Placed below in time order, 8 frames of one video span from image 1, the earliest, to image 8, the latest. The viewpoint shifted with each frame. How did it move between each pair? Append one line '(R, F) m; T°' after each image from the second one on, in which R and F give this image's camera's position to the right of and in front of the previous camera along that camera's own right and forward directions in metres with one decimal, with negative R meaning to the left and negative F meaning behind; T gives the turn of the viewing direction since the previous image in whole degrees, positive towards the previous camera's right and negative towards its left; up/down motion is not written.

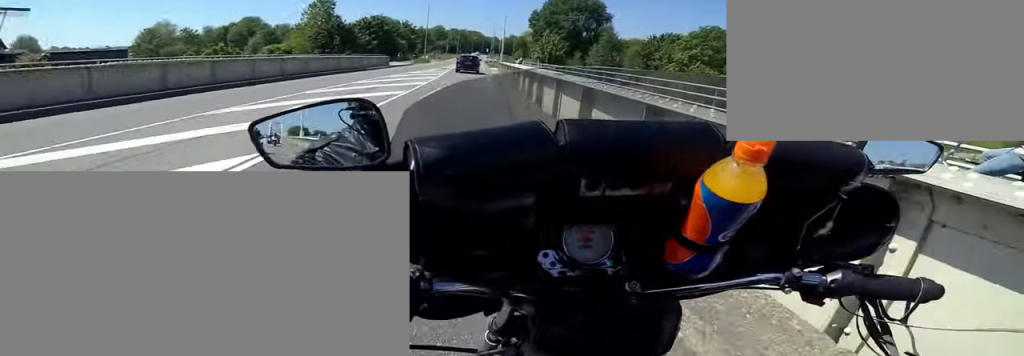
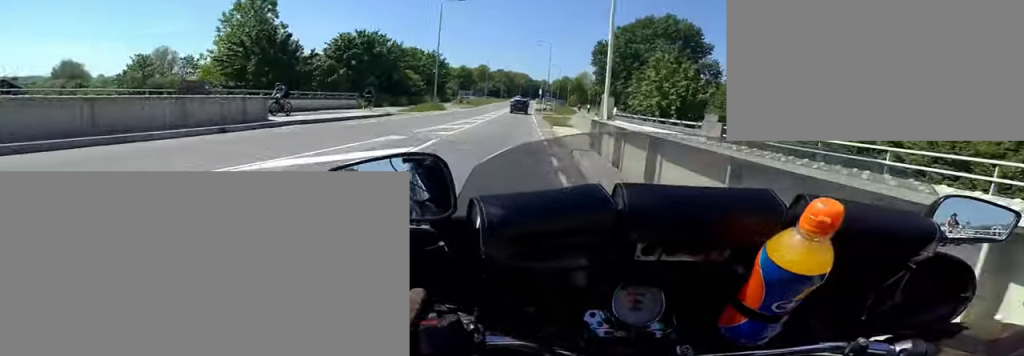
(+0.5, +23.9) m; +4°
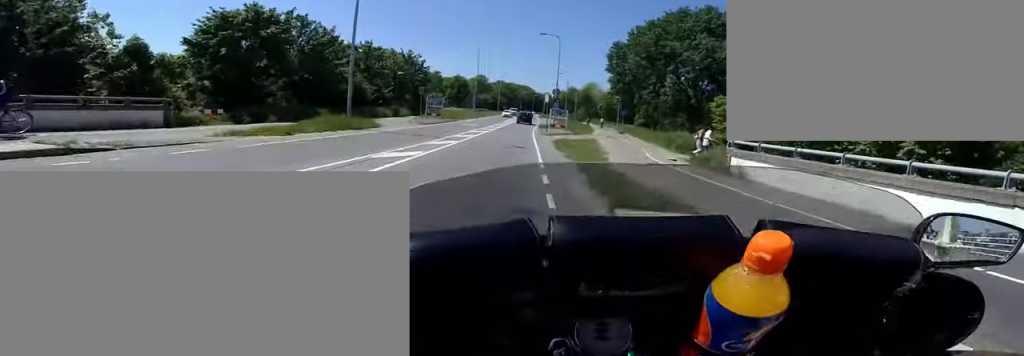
(+0.3, +14.6) m; -3°
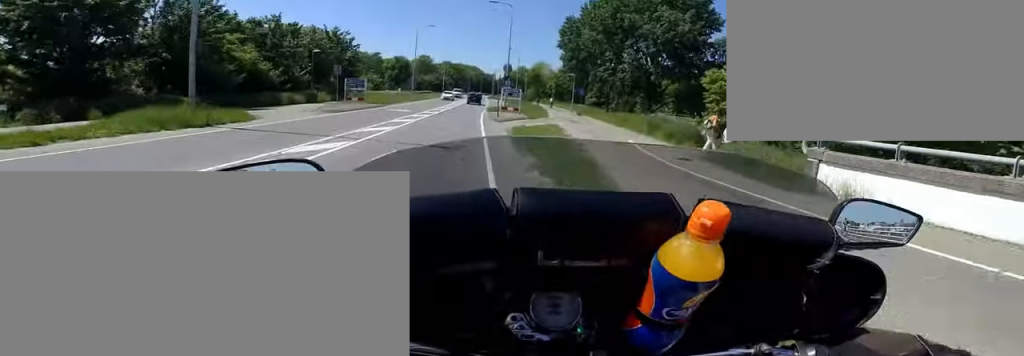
(-0.1, +5.3) m; 0°
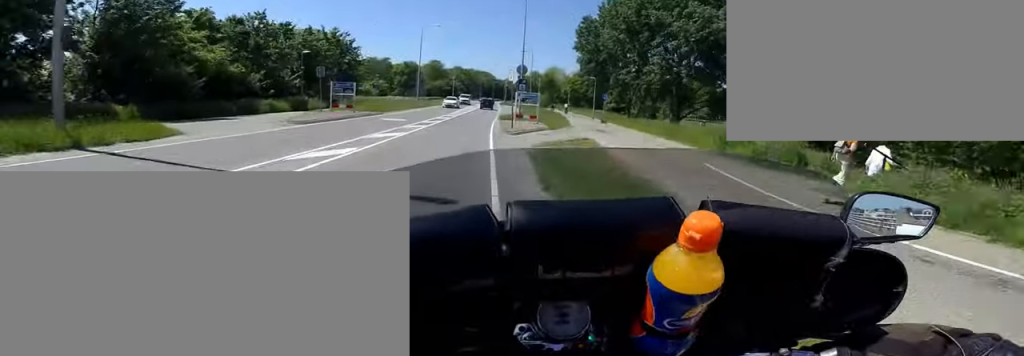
(-0.5, +4.2) m; +4°
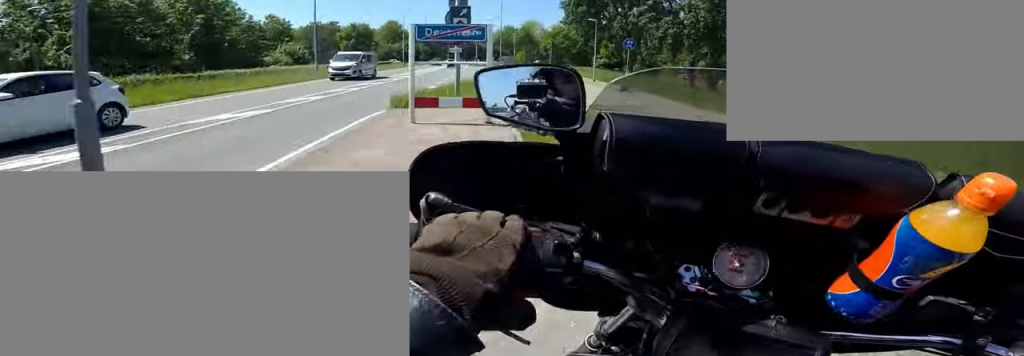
(+2.9, +15.8) m; +15°
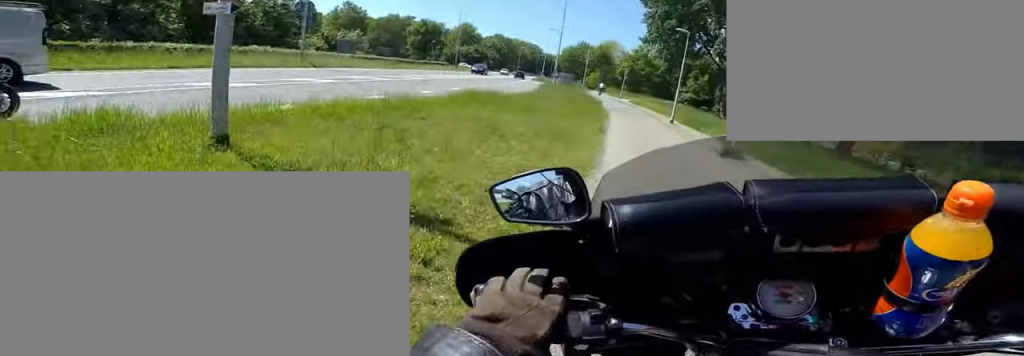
(-0.2, +9.2) m; -3°
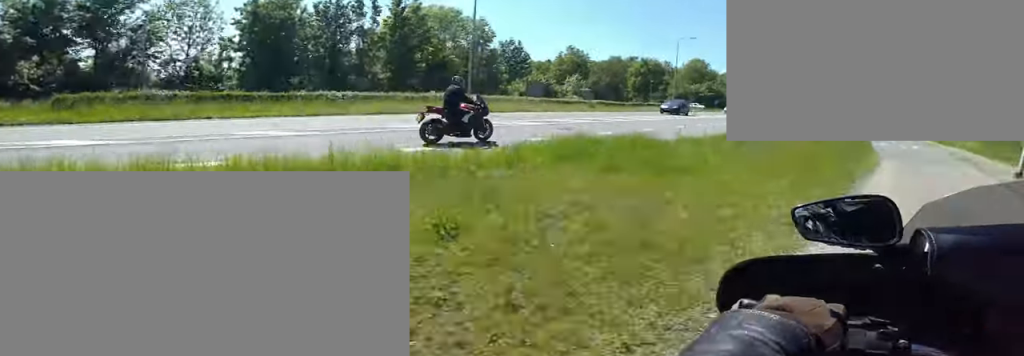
(+0.1, +6.0) m; -4°
